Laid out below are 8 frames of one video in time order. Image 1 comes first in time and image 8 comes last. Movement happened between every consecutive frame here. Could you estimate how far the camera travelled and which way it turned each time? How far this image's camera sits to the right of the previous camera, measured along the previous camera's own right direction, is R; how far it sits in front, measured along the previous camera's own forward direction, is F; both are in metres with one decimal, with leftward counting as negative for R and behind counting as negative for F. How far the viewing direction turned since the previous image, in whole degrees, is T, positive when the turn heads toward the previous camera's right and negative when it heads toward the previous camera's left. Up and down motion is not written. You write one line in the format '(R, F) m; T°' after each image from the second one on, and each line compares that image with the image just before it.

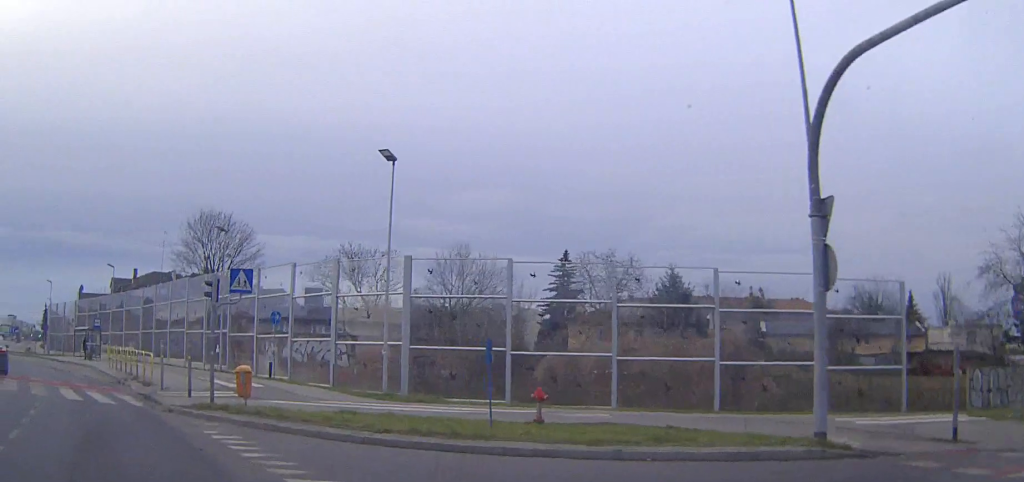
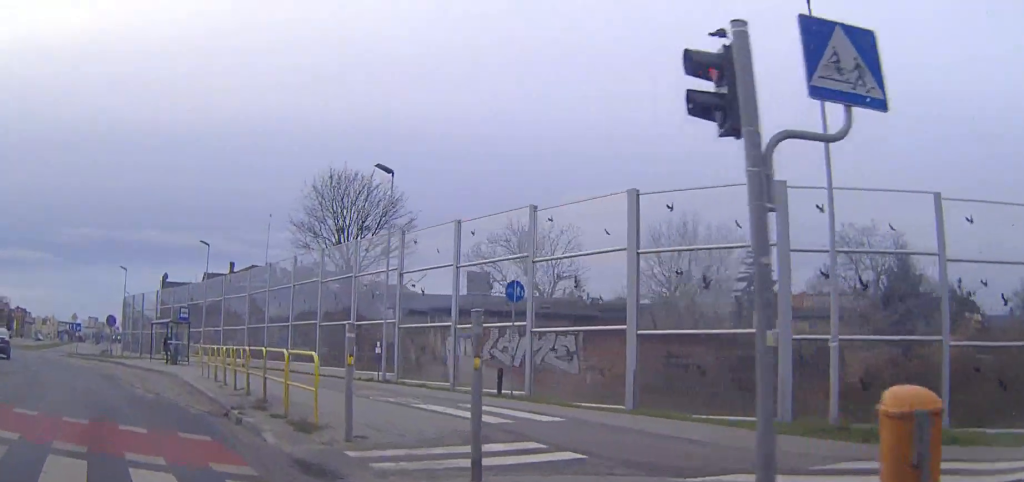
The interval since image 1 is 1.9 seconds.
(-1.3, +15.3) m; -9°
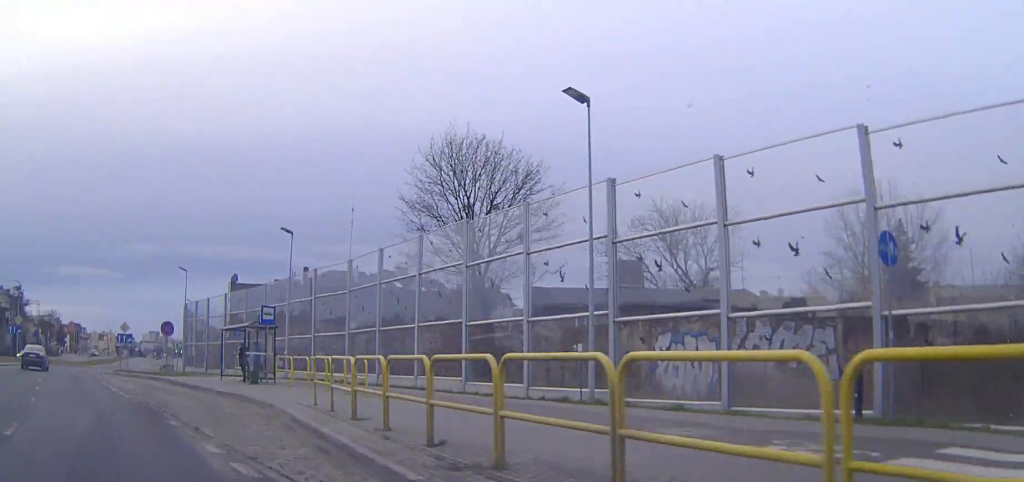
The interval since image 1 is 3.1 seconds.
(-0.5, +10.2) m; -6°
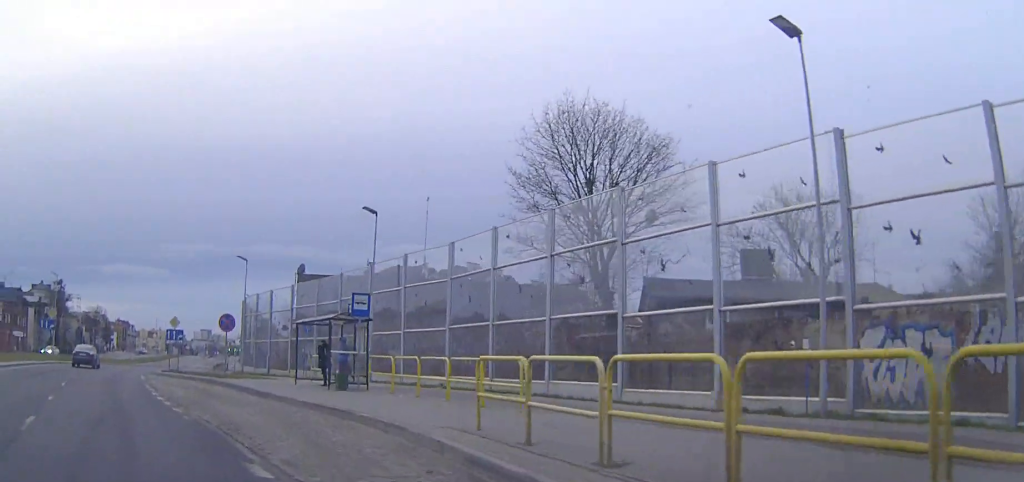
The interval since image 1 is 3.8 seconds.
(-0.2, +6.0) m; -4°
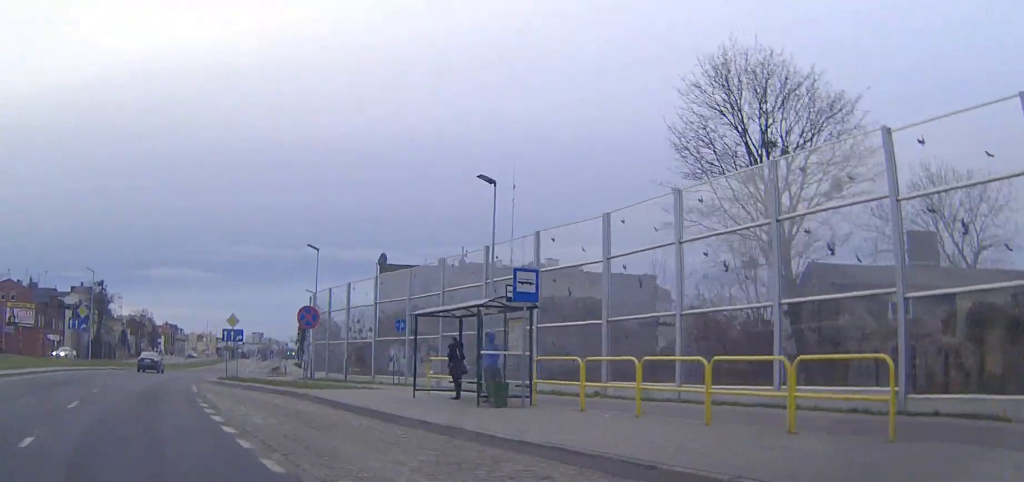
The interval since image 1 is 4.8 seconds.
(-0.4, +7.7) m; -4°
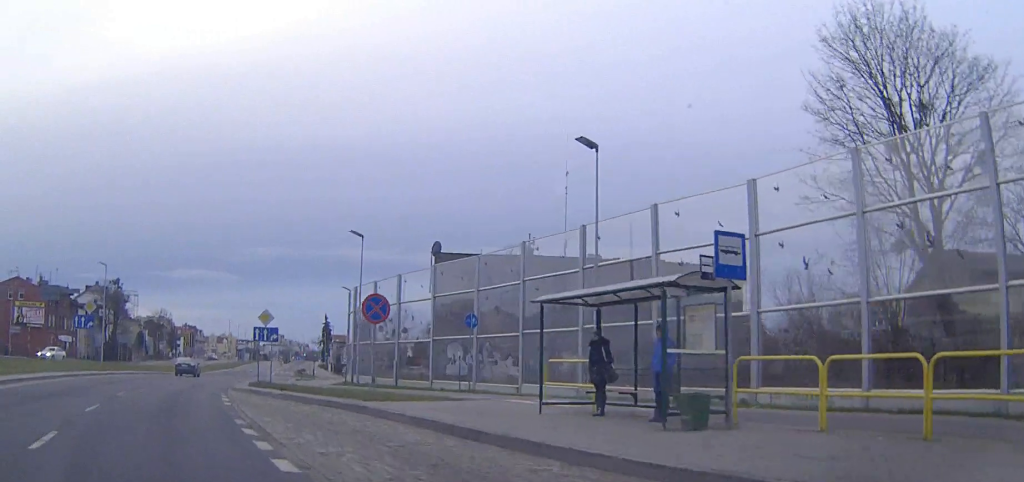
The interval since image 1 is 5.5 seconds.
(-0.1, +5.9) m; -2°
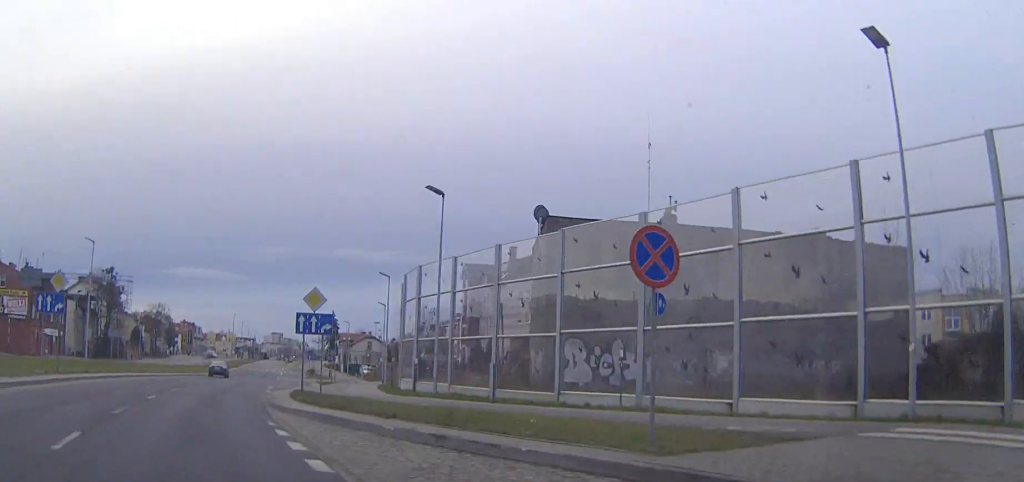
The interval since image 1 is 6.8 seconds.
(-0.1, +11.8) m; 0°
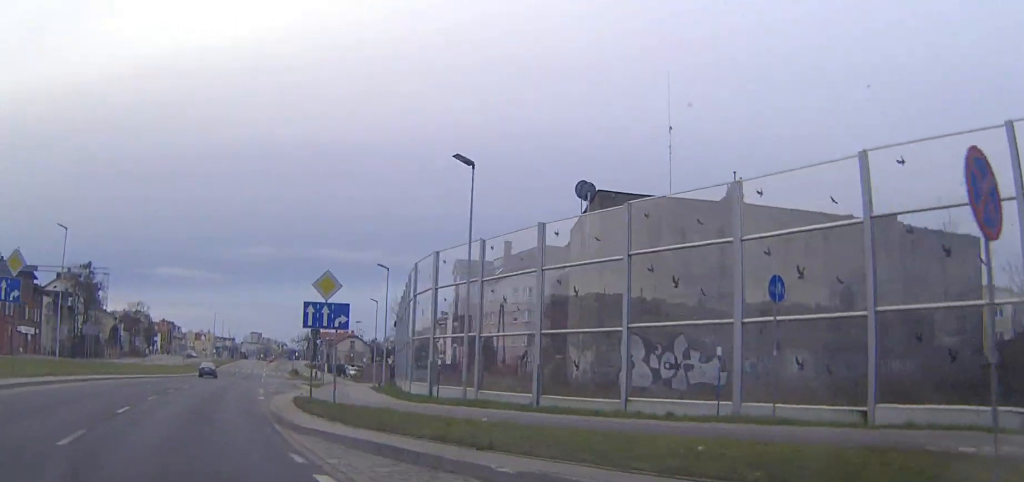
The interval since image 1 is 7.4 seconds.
(0.0, +5.1) m; +1°
